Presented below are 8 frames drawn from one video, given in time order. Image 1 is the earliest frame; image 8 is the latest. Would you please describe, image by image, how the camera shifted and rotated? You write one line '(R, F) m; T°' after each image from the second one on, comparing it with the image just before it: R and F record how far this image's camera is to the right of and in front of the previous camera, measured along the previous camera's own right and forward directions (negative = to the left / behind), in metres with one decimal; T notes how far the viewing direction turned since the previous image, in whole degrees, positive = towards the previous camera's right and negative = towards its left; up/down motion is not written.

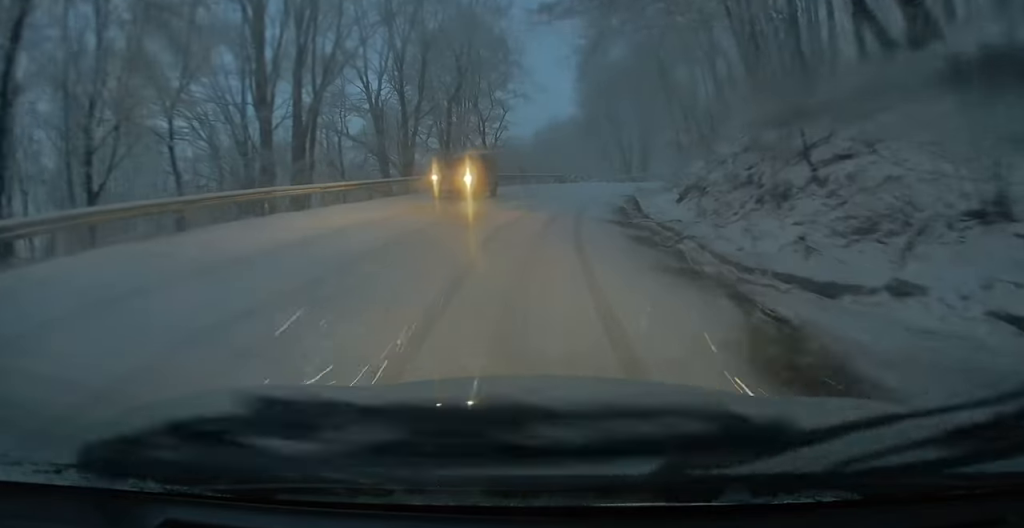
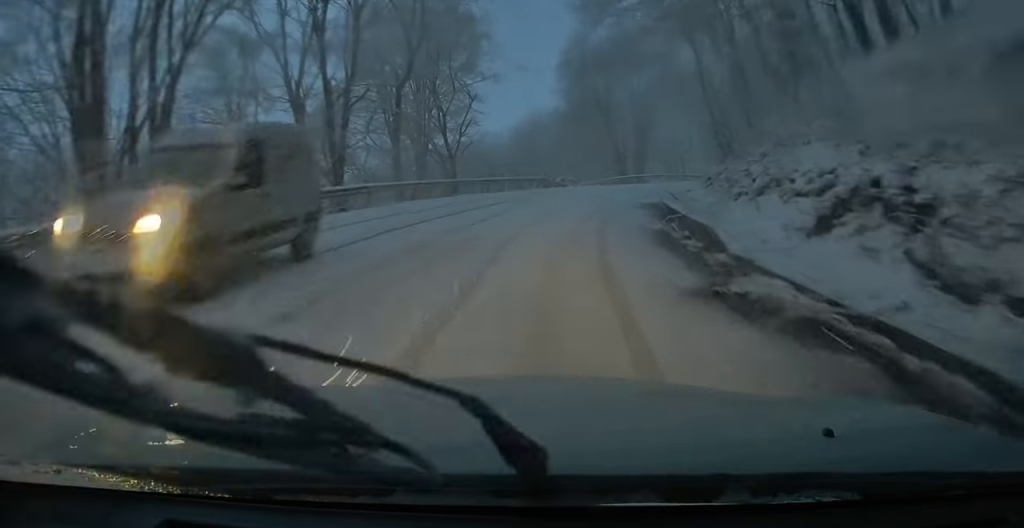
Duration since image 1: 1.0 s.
(+0.5, +9.7) m; +6°
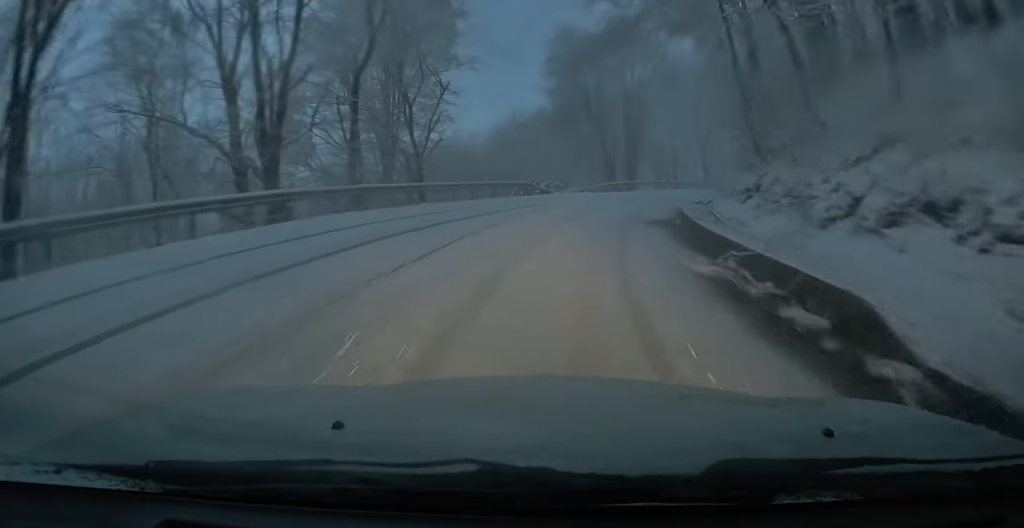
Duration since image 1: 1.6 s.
(+0.1, +5.3) m; +3°
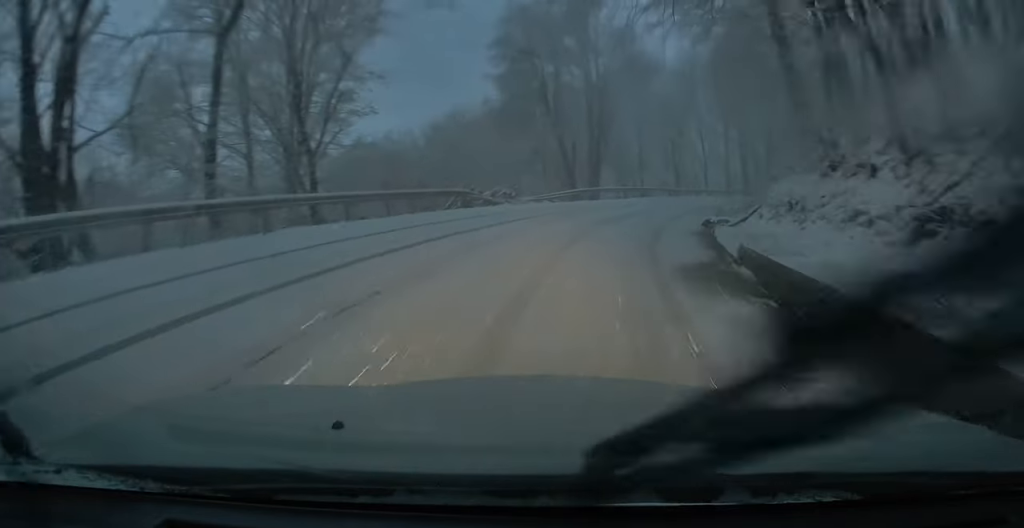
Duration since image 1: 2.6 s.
(+0.3, +8.8) m; +4°
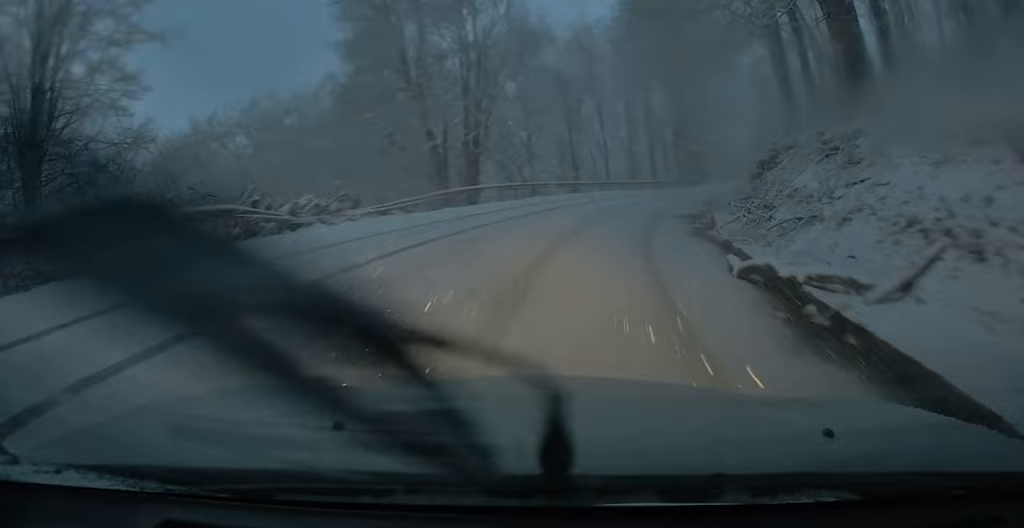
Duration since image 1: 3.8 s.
(+0.6, +10.7) m; +9°
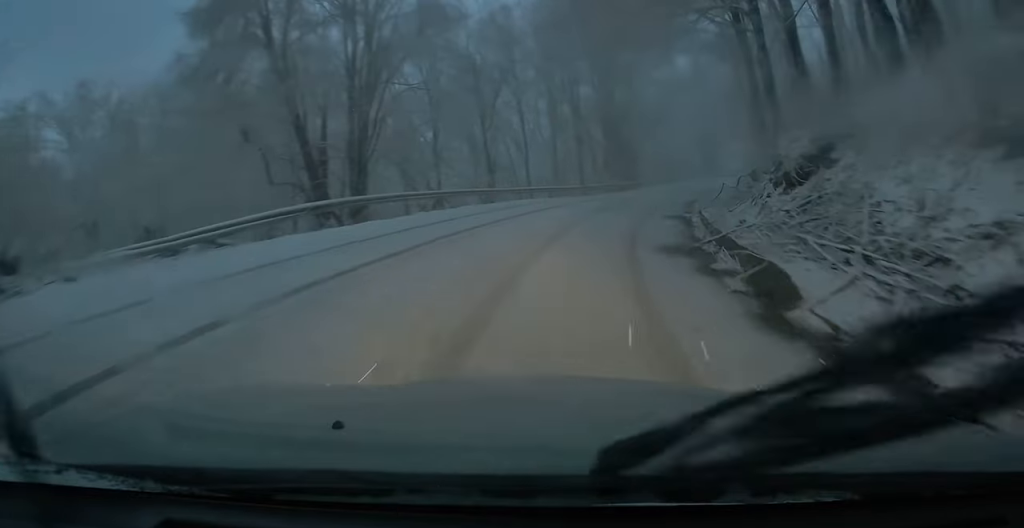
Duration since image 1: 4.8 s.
(+0.6, +7.8) m; +7°
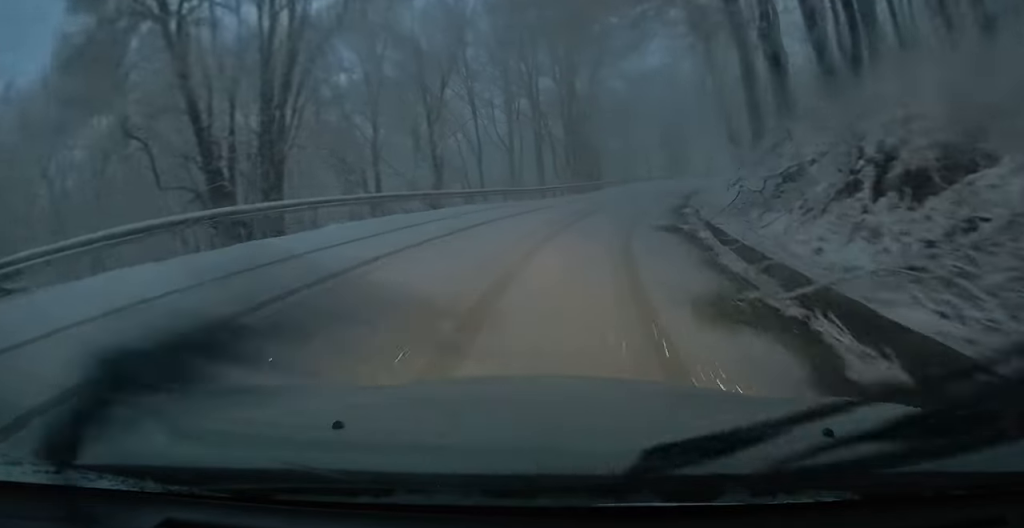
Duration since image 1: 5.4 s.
(+0.1, +4.9) m; +2°
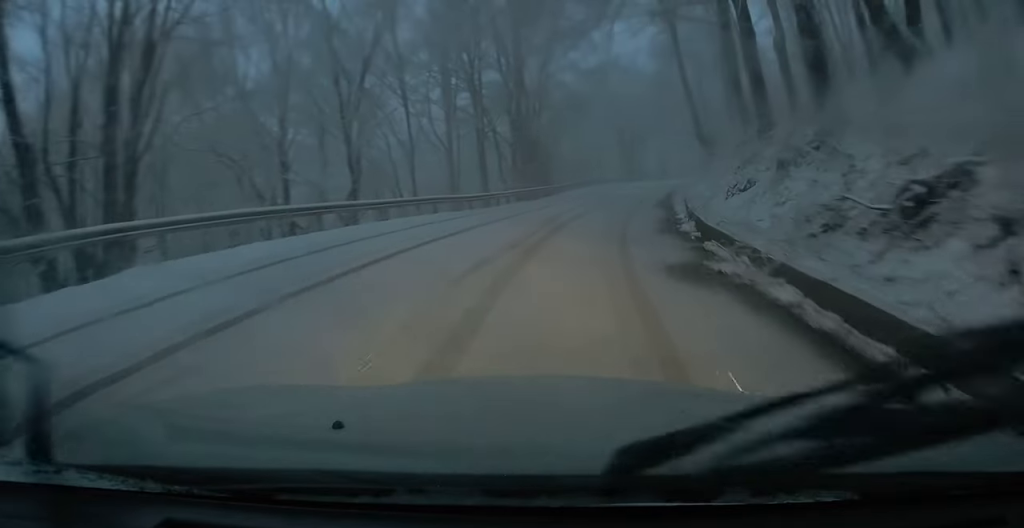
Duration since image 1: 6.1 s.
(+0.1, +6.3) m; +1°
